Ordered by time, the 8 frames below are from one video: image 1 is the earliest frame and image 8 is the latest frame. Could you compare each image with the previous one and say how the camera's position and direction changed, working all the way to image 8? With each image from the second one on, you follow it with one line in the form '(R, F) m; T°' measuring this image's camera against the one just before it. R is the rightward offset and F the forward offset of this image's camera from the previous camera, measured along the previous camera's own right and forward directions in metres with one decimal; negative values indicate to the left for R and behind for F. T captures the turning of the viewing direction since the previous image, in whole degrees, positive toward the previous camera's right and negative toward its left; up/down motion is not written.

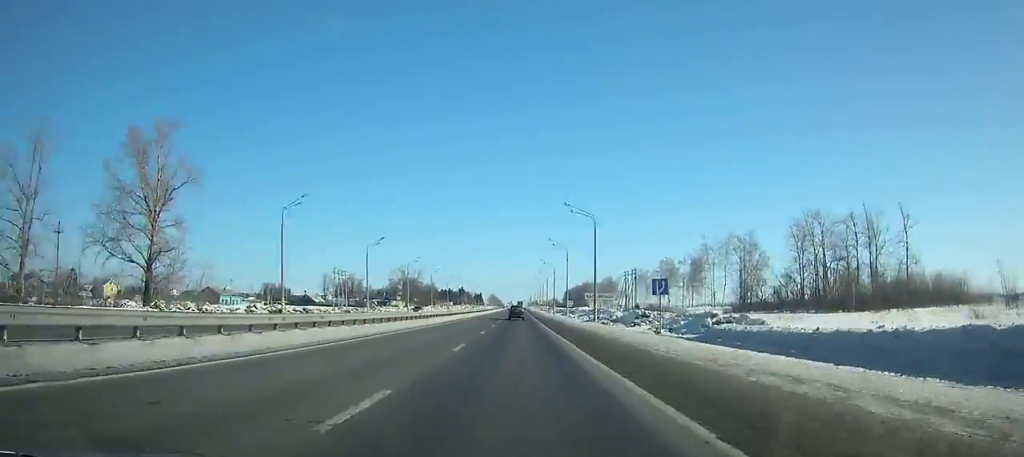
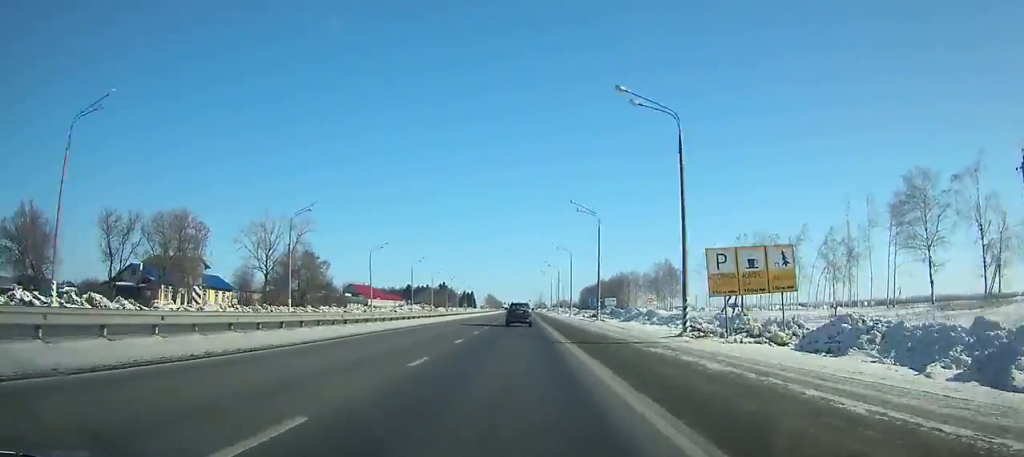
(+0.4, +164.0) m; 0°
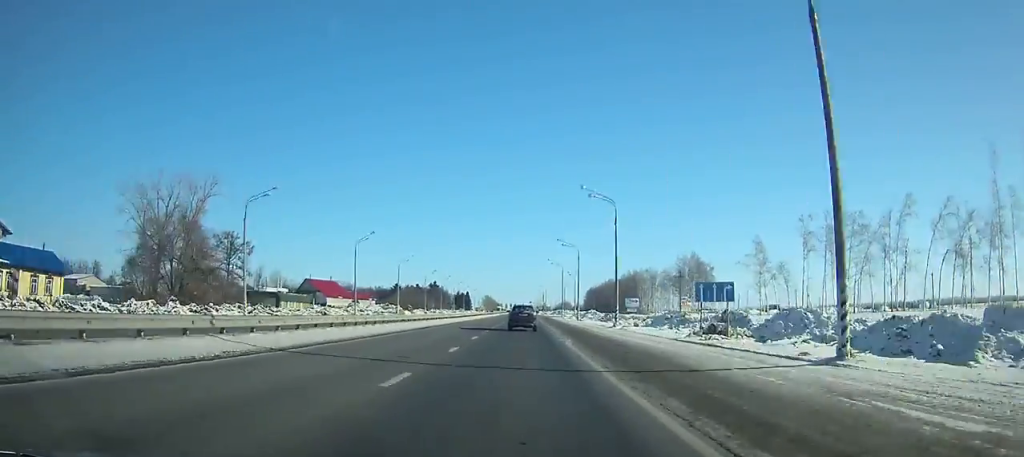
(-0.1, +43.9) m; 0°
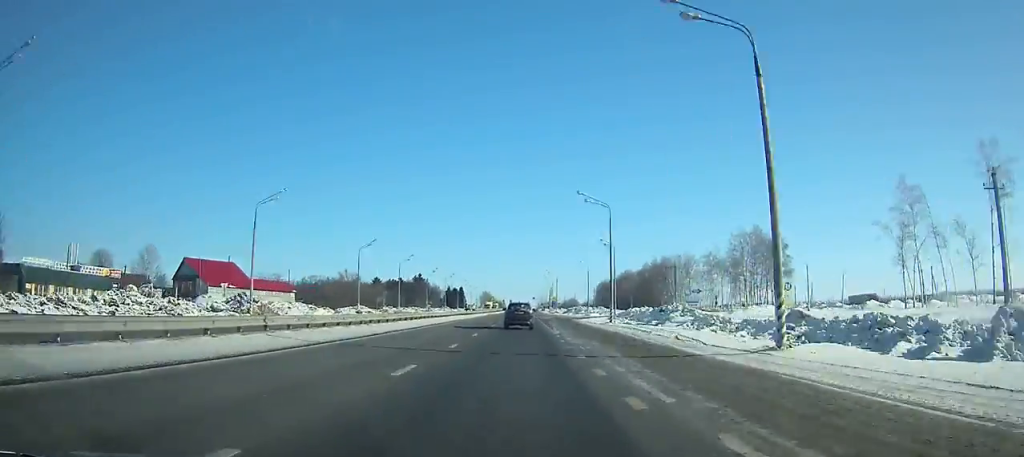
(+0.1, +63.8) m; 0°
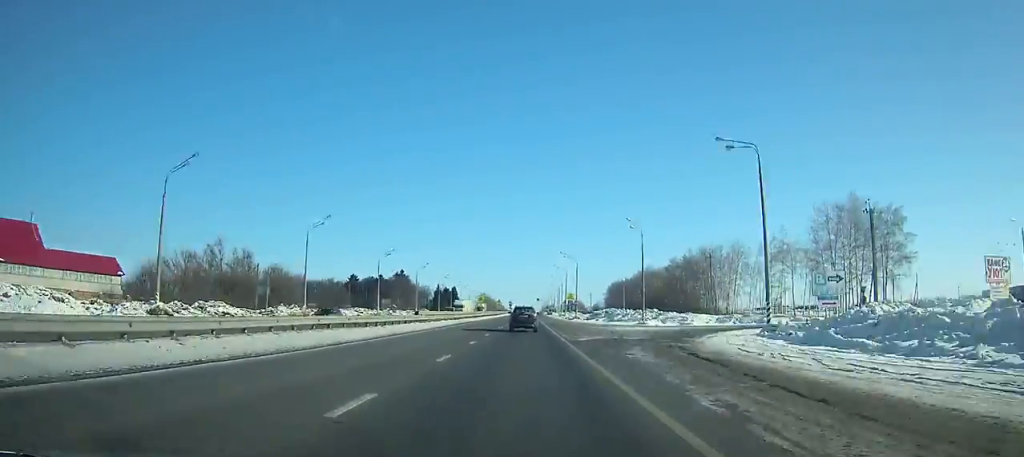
(-0.3, +53.2) m; 0°
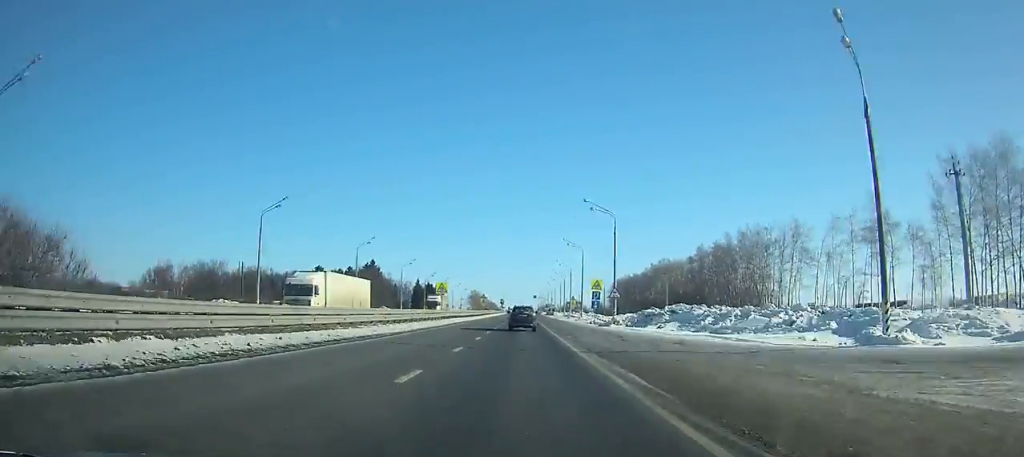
(0.0, +43.3) m; 0°
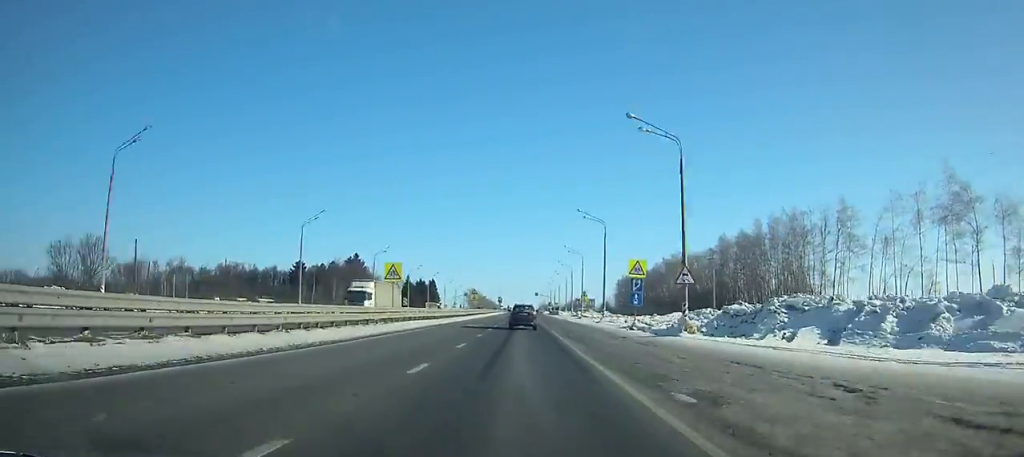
(+0.1, +23.3) m; 0°
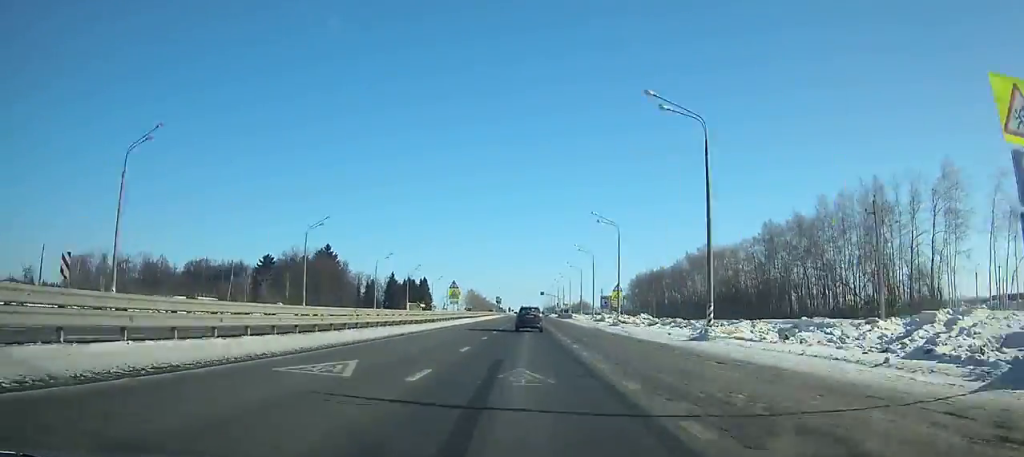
(+0.1, +32.4) m; 0°
